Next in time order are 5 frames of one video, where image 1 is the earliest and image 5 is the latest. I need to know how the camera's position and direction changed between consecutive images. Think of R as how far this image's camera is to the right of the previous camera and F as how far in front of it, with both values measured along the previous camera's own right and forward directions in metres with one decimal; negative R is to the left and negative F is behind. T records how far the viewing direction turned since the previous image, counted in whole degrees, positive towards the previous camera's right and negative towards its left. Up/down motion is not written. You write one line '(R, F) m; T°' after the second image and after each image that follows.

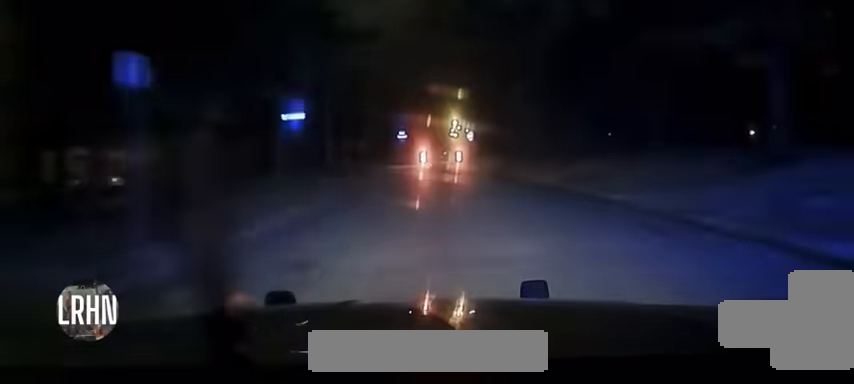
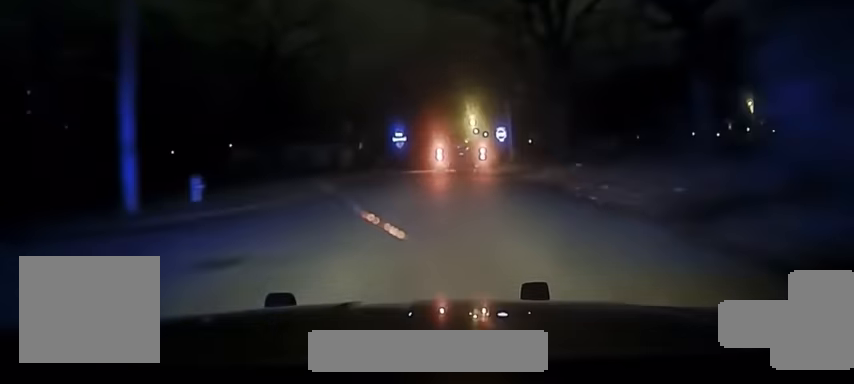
(-0.3, +34.2) m; -1°
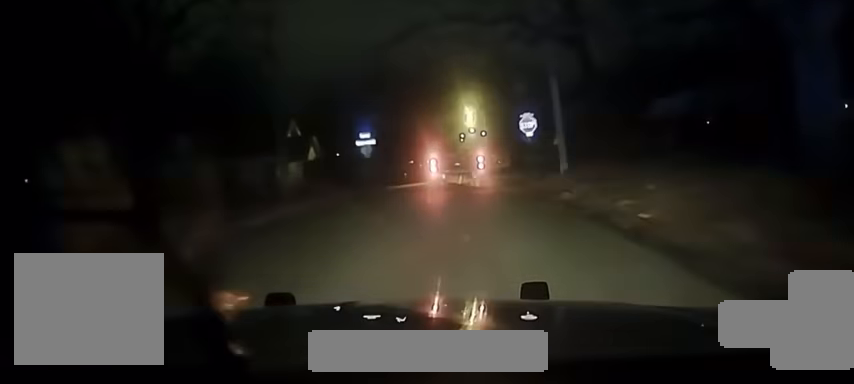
(-0.1, +25.0) m; 0°
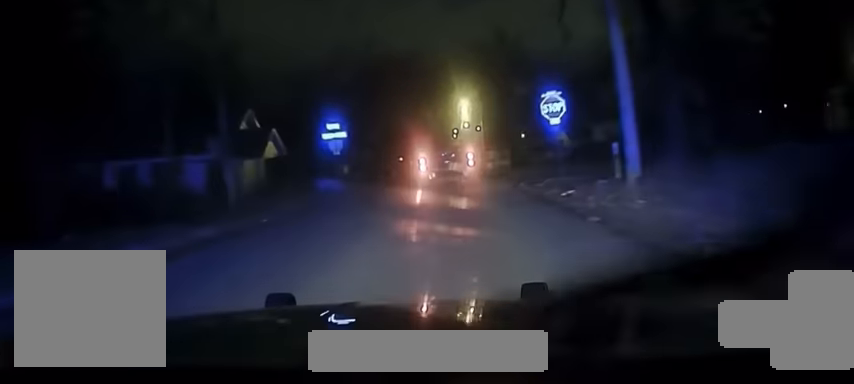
(+0.1, +10.6) m; 0°
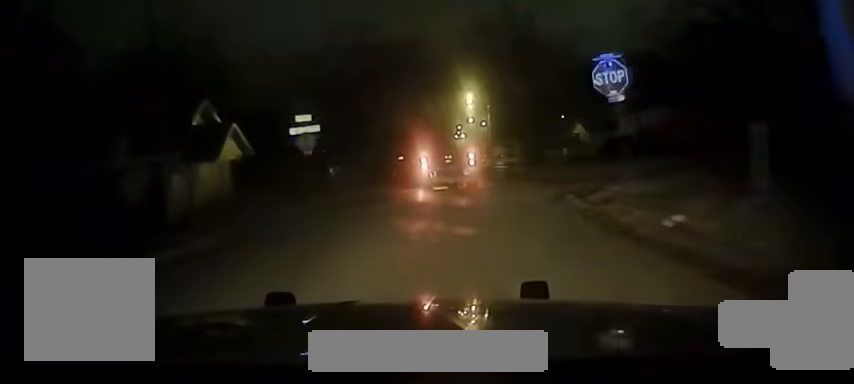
(+0.1, +10.4) m; 0°
